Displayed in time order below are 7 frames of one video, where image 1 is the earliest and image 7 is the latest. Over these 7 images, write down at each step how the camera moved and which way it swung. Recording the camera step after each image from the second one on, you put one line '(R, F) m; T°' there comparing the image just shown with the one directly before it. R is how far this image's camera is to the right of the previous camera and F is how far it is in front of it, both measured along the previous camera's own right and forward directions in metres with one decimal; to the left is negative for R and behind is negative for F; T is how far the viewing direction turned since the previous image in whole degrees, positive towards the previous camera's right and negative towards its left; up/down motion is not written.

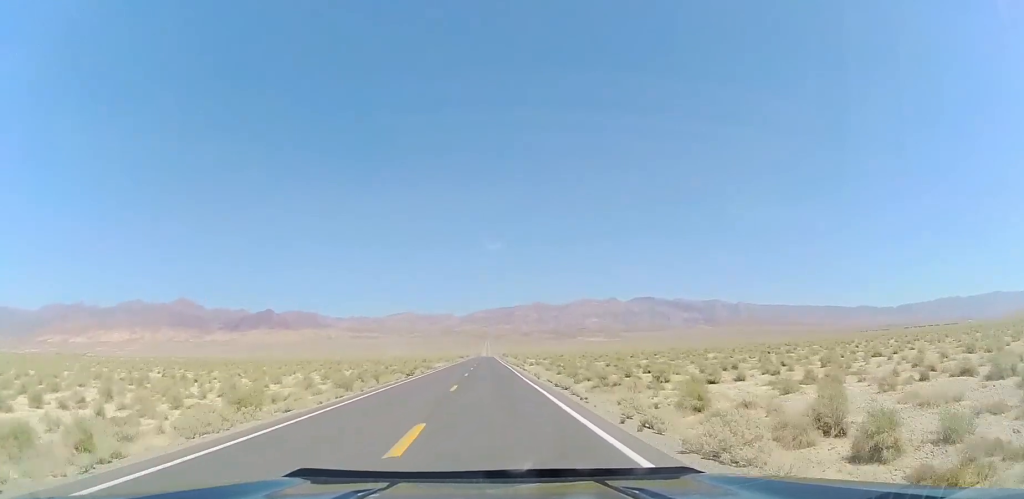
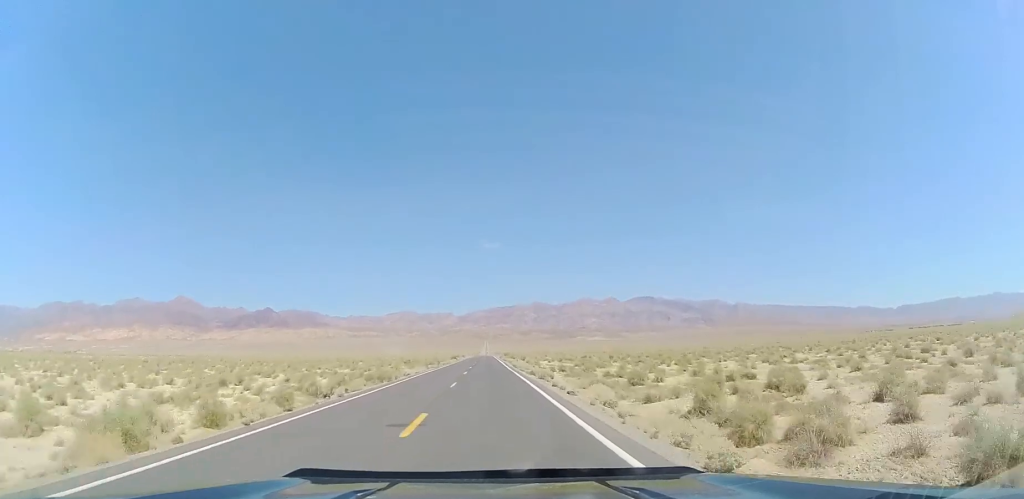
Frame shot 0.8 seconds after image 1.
(0.0, +27.1) m; 0°
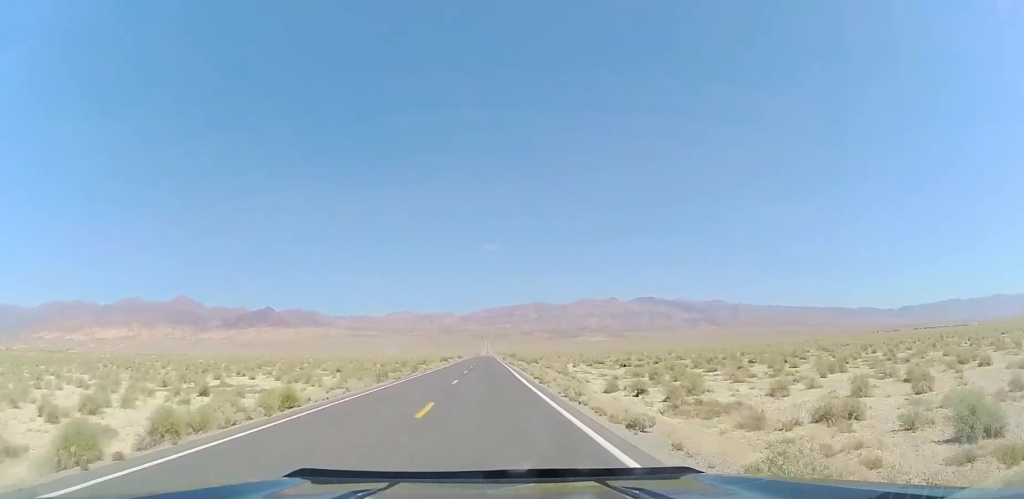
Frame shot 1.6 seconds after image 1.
(0.0, +26.1) m; 0°
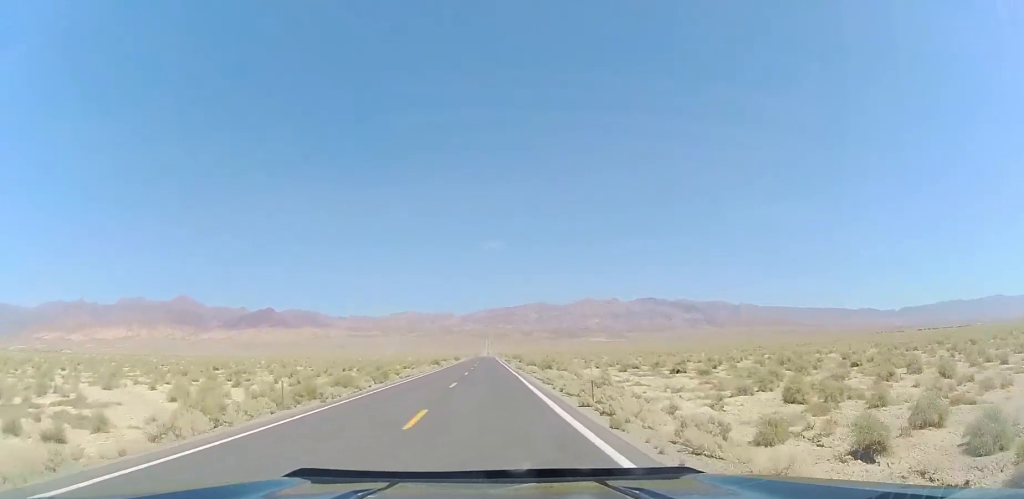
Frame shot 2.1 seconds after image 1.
(0.0, +16.4) m; 0°
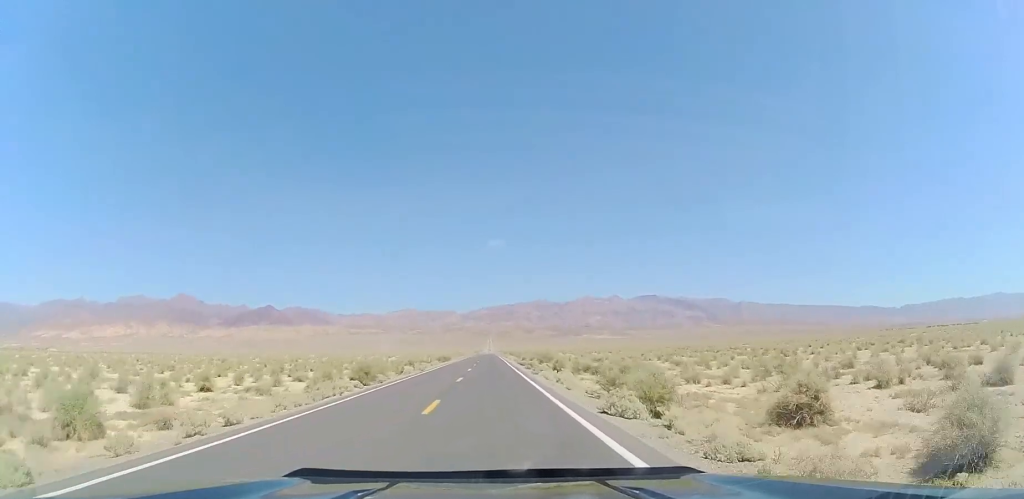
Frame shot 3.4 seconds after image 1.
(0.0, +41.6) m; 0°
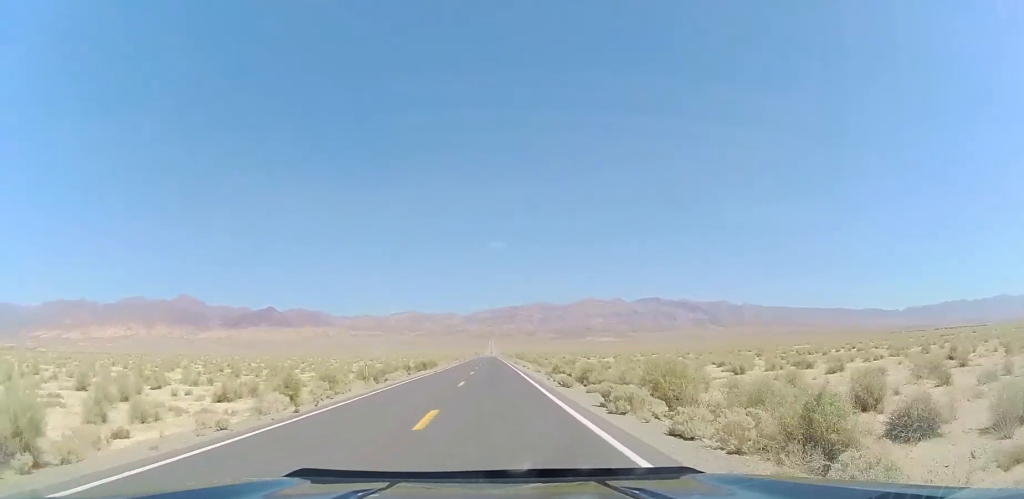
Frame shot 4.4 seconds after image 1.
(-0.1, +31.7) m; 0°
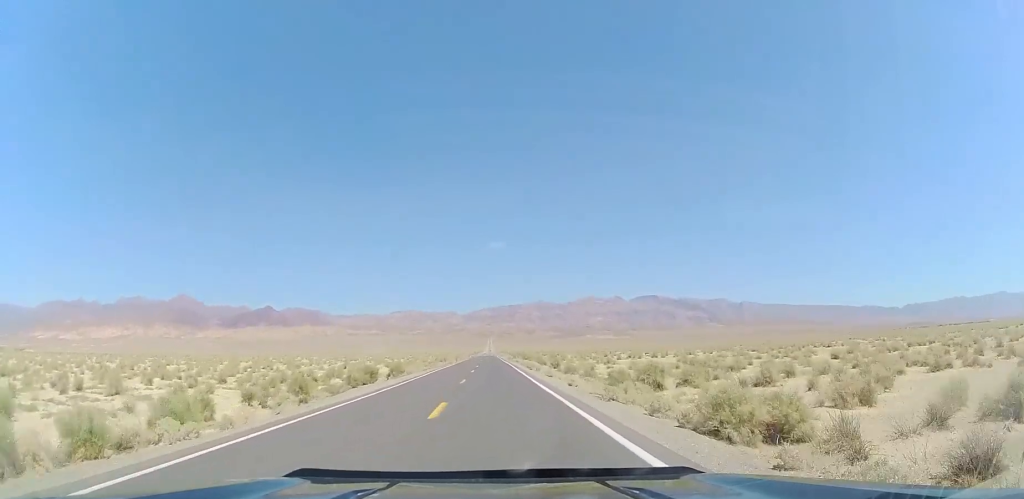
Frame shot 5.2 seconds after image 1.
(0.0, +27.5) m; 0°
